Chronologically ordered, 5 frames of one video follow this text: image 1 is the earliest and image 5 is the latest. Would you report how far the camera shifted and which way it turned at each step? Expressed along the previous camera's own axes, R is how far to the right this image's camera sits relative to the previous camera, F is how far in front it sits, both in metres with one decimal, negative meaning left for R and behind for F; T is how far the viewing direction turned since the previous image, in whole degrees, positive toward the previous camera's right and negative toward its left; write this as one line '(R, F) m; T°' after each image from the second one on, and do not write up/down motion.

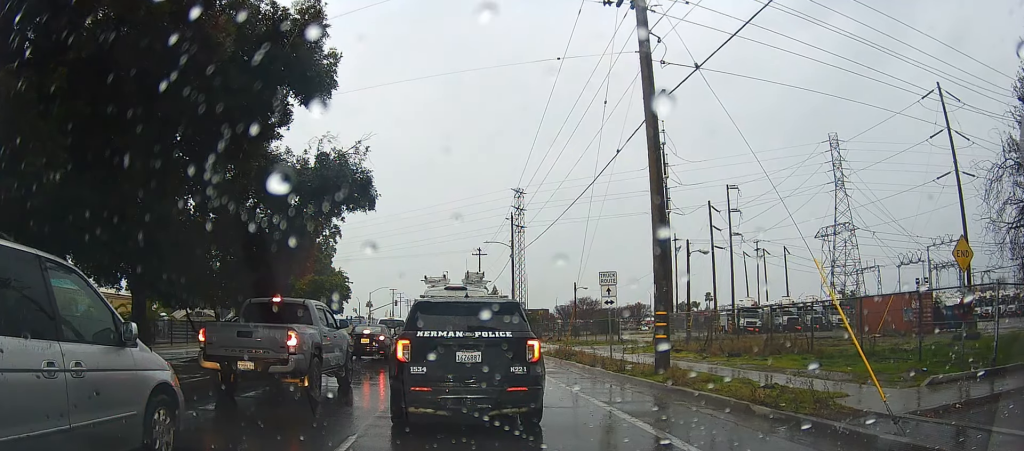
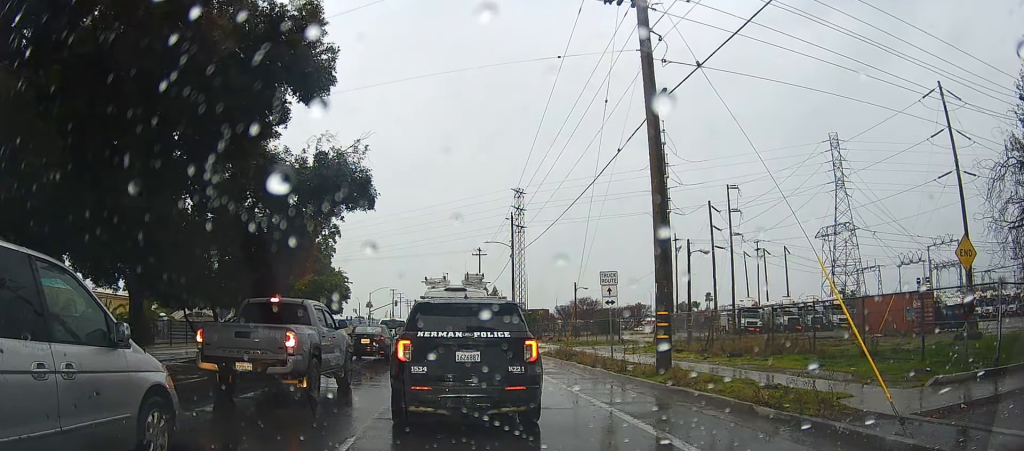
(0.0, 0.0) m; 0°
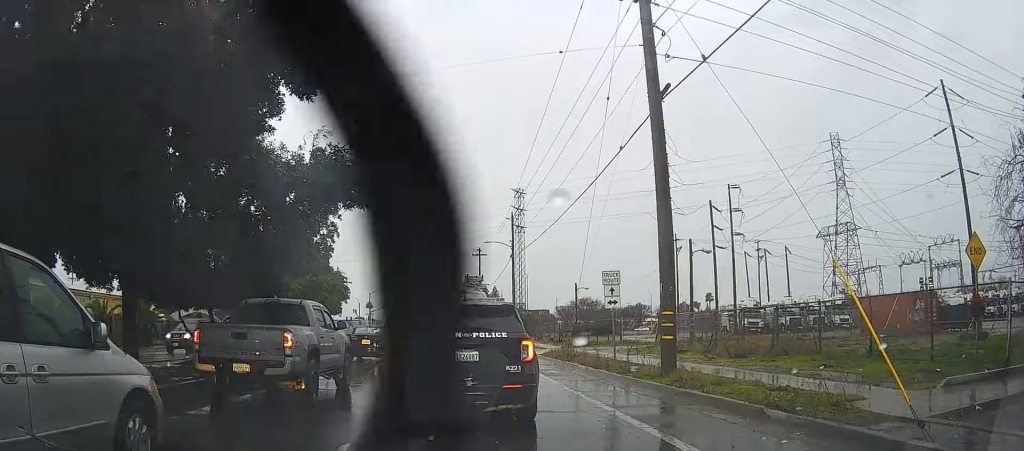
(0.0, 0.0) m; 0°
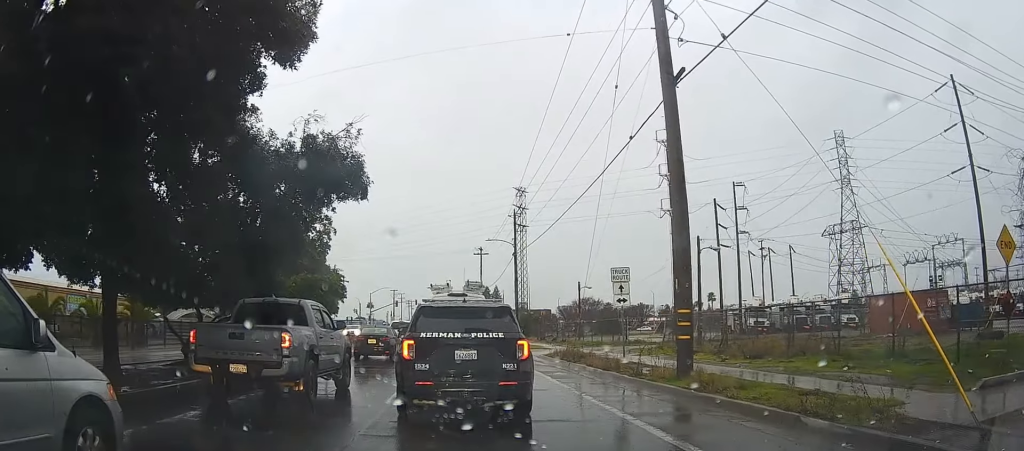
(0.0, +0.2) m; 0°
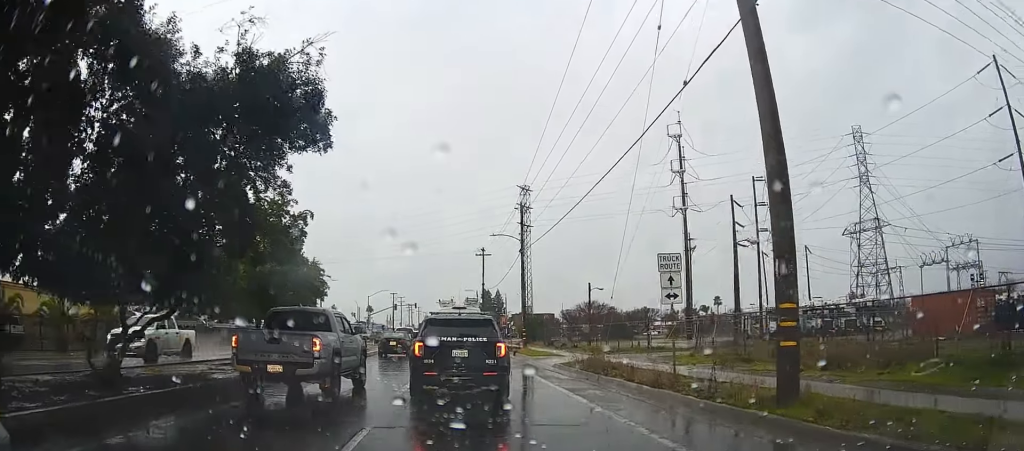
(0.0, +3.2) m; 0°
